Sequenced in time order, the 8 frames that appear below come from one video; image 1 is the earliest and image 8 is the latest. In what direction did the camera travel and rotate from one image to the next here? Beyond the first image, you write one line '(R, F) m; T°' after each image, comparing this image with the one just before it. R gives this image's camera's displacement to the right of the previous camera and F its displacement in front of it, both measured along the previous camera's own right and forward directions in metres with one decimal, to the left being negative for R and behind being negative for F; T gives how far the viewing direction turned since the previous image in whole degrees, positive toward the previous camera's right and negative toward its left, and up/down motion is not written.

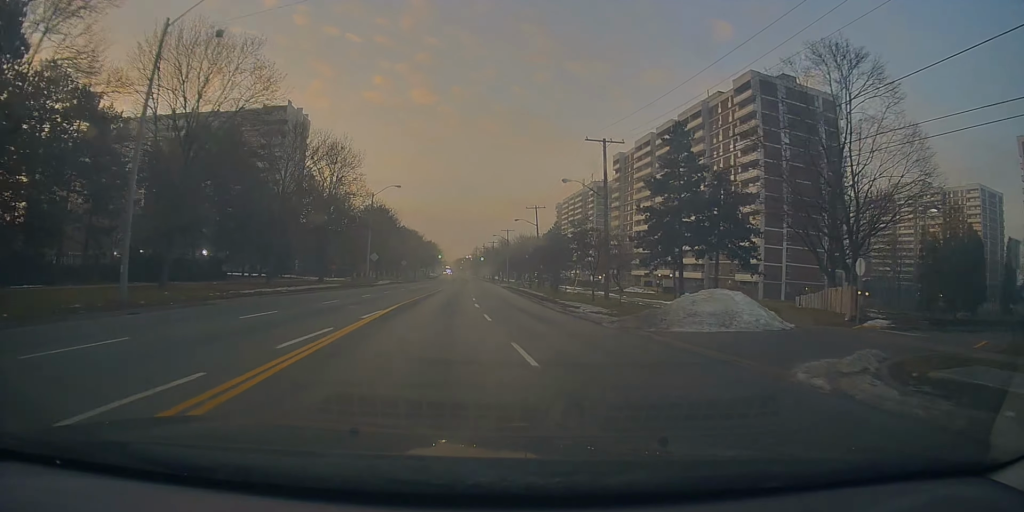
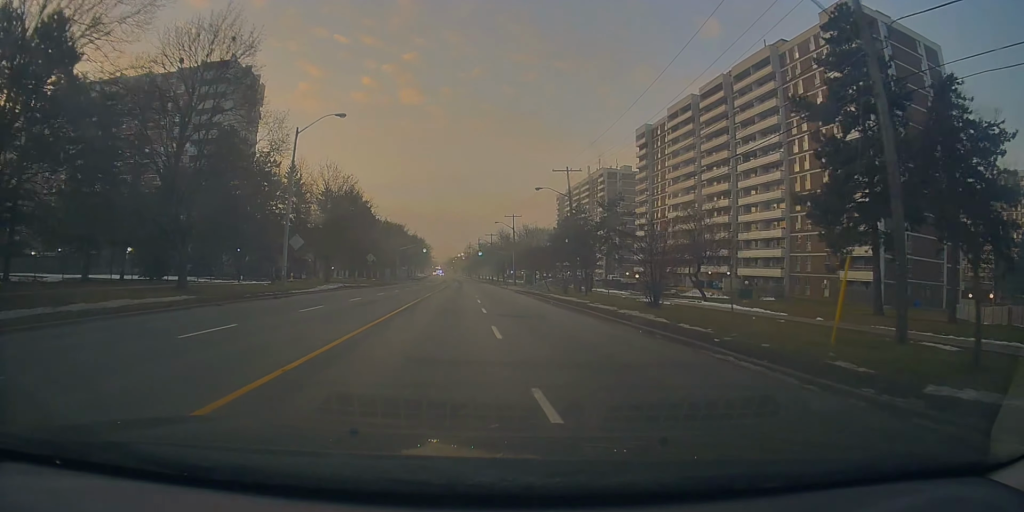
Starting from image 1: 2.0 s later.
(+0.3, +30.1) m; 0°
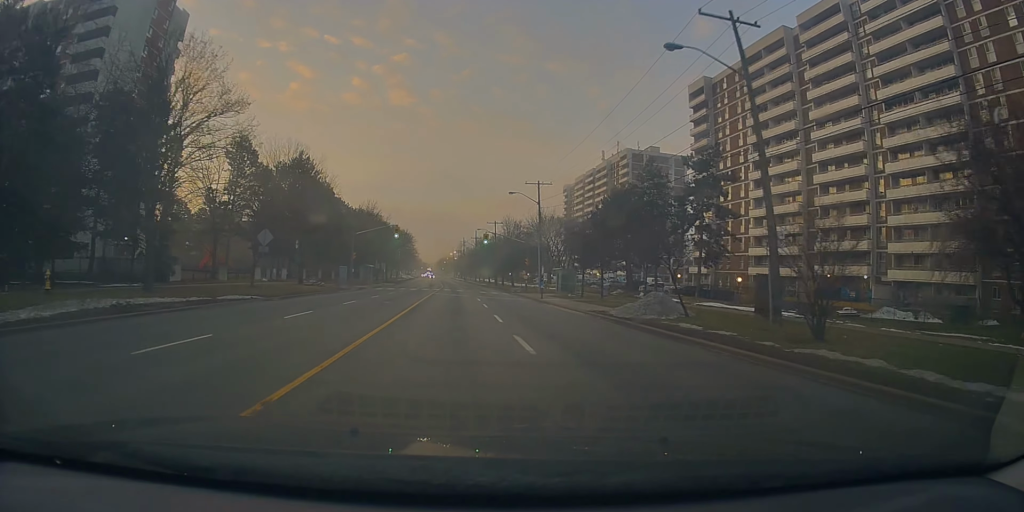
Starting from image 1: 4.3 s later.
(+0.8, +36.1) m; +1°
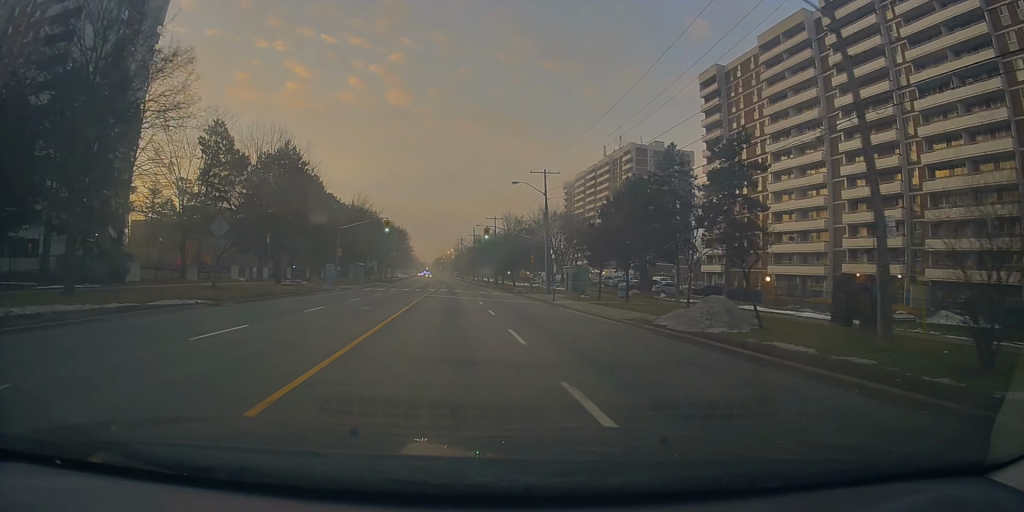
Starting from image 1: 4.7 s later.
(0.0, +6.1) m; 0°
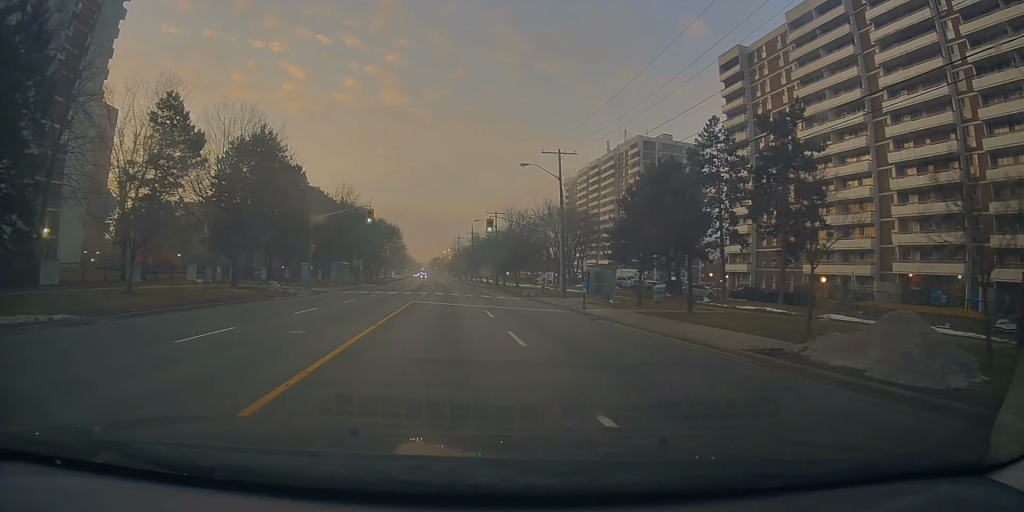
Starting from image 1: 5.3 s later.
(0.0, +9.2) m; 0°
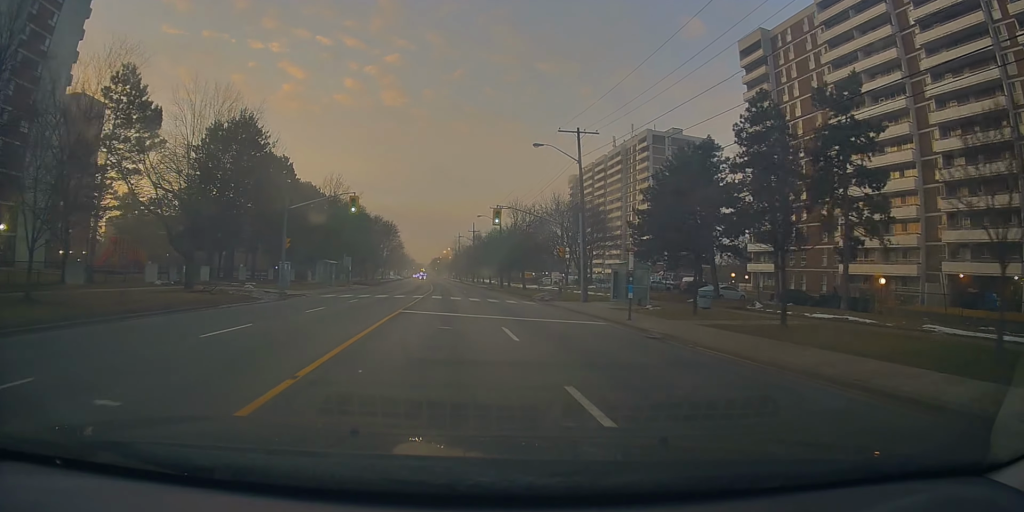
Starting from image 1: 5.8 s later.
(+0.1, +7.1) m; 0°
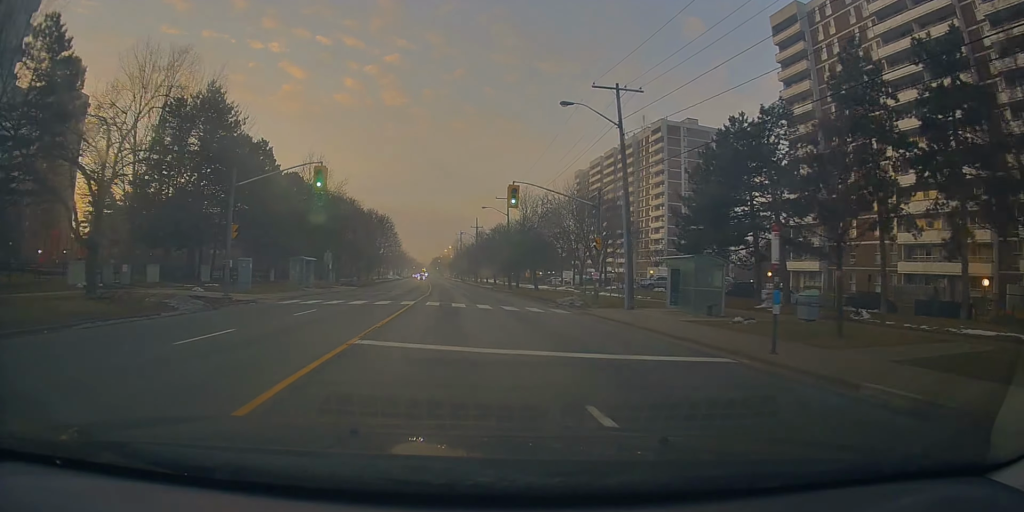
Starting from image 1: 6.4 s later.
(+0.1, +9.7) m; 0°
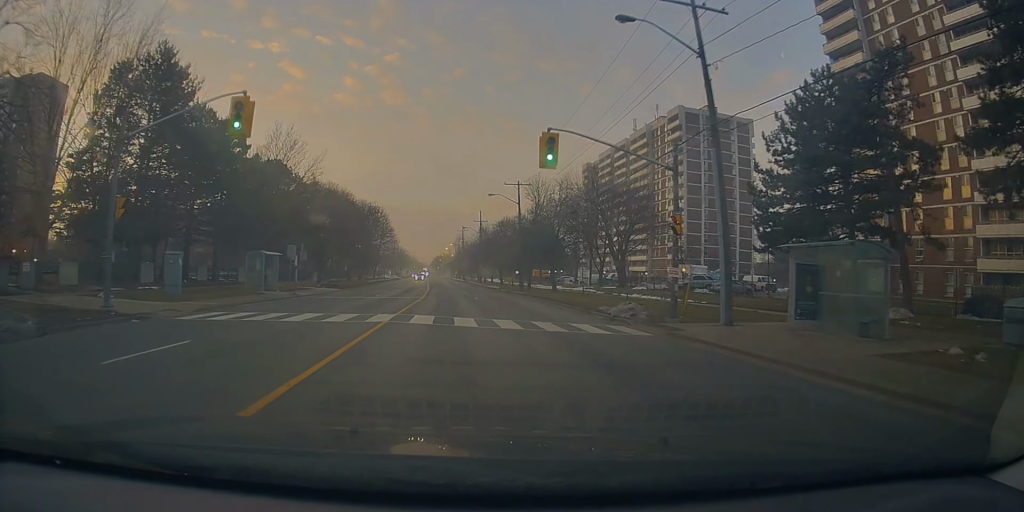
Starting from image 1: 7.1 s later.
(-0.1, +10.7) m; 0°
